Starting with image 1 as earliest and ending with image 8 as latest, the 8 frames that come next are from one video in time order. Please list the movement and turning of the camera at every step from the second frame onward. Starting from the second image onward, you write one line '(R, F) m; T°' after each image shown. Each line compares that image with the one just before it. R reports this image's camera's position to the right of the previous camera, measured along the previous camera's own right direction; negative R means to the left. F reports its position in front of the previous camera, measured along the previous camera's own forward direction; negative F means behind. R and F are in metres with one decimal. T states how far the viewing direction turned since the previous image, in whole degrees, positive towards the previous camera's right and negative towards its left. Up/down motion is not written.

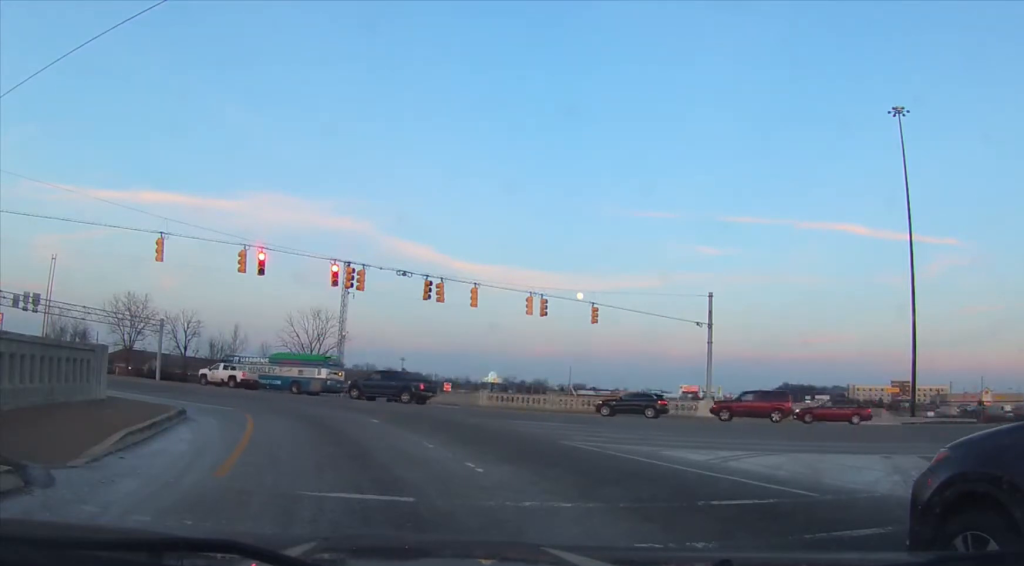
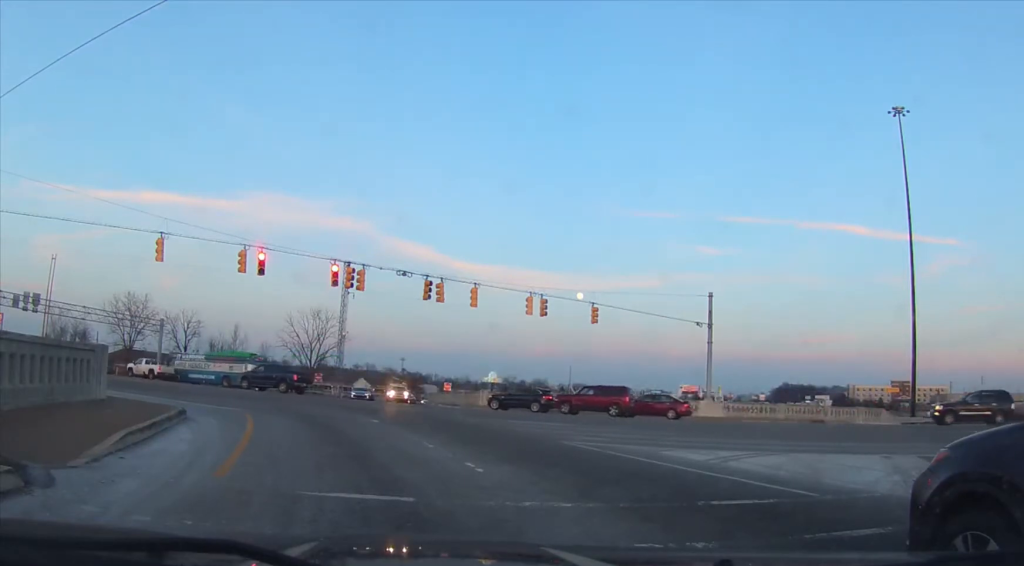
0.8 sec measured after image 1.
(0.0, 0.0) m; 0°
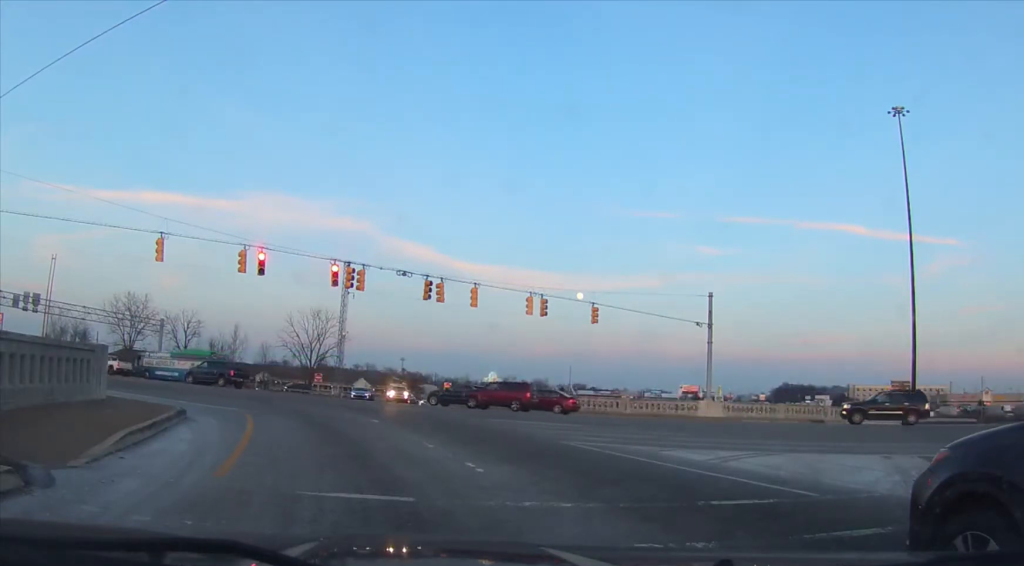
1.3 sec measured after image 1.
(0.0, 0.0) m; 0°
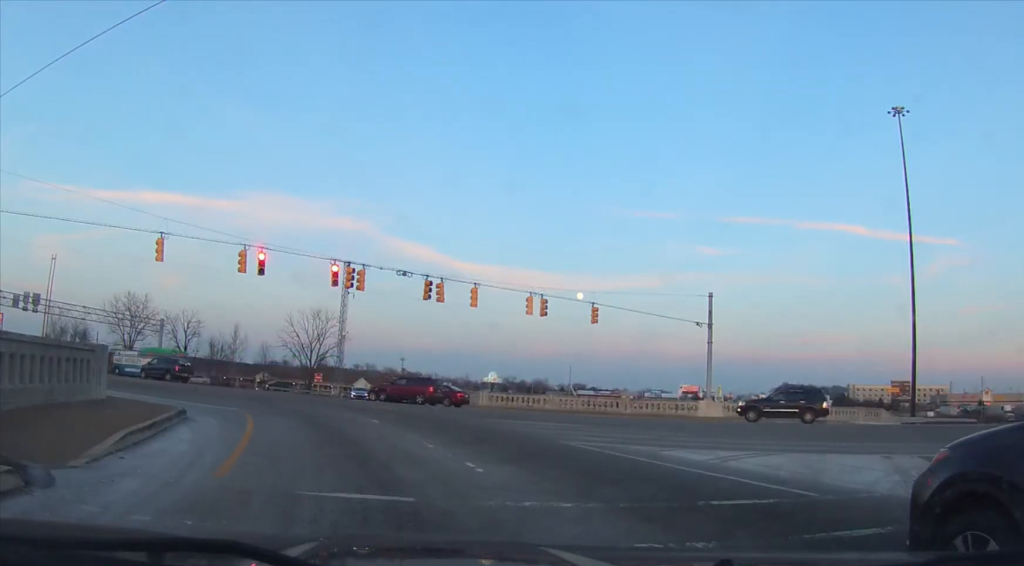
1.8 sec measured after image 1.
(0.0, 0.0) m; 0°
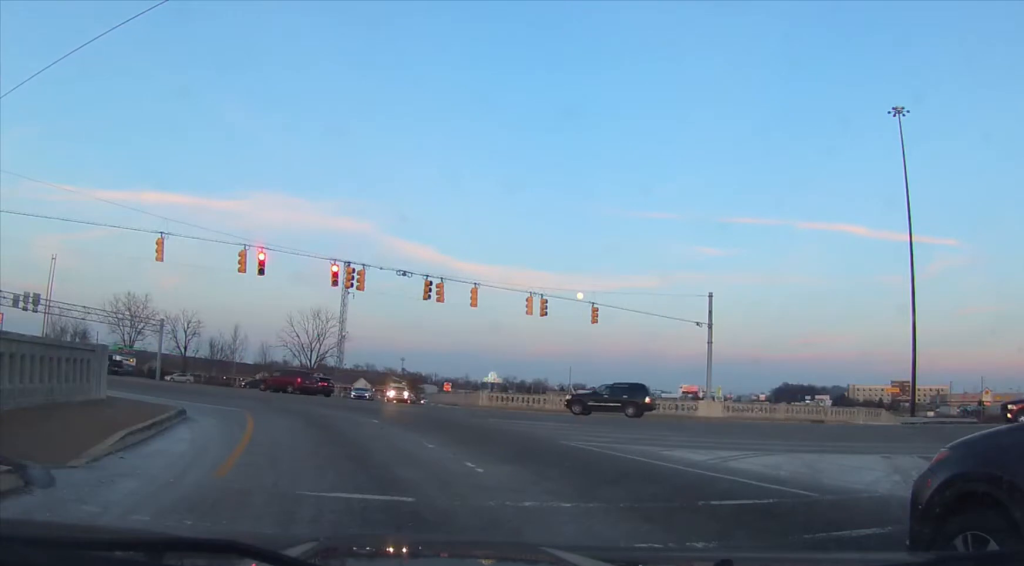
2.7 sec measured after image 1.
(0.0, 0.0) m; 0°
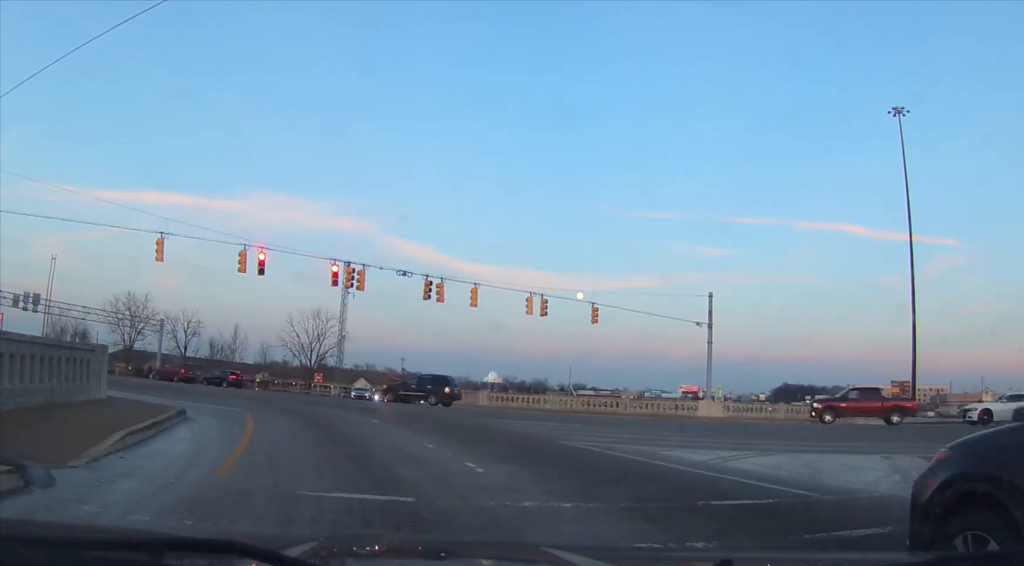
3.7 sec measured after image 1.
(0.0, 0.0) m; 0°
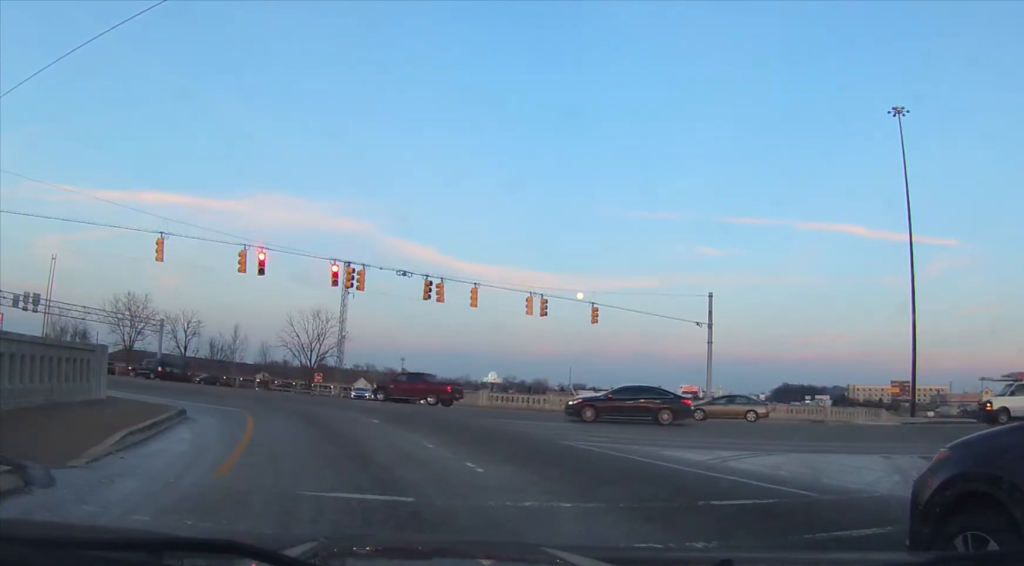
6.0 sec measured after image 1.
(0.0, 0.0) m; 0°
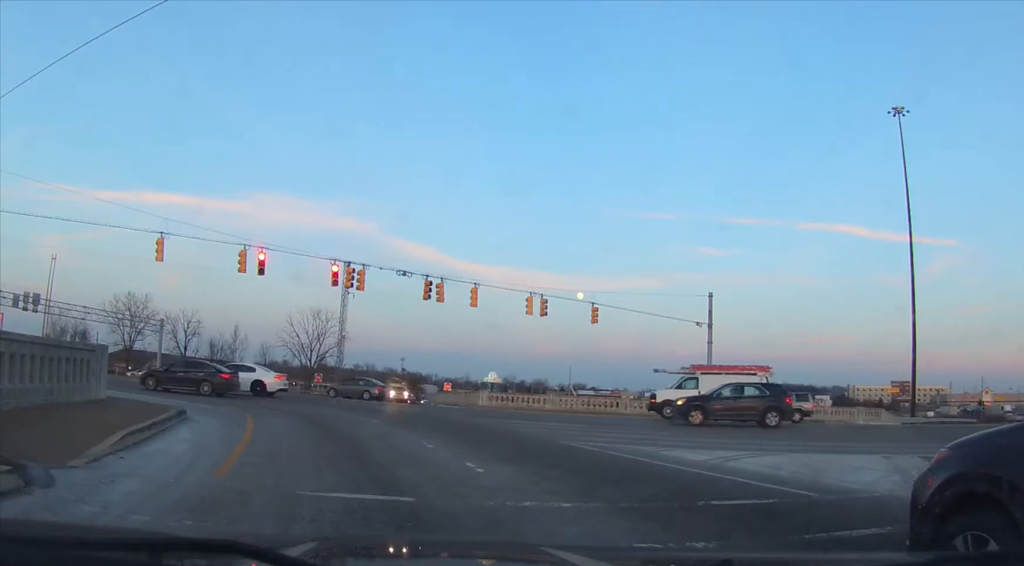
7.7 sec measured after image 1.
(0.0, 0.0) m; 0°
